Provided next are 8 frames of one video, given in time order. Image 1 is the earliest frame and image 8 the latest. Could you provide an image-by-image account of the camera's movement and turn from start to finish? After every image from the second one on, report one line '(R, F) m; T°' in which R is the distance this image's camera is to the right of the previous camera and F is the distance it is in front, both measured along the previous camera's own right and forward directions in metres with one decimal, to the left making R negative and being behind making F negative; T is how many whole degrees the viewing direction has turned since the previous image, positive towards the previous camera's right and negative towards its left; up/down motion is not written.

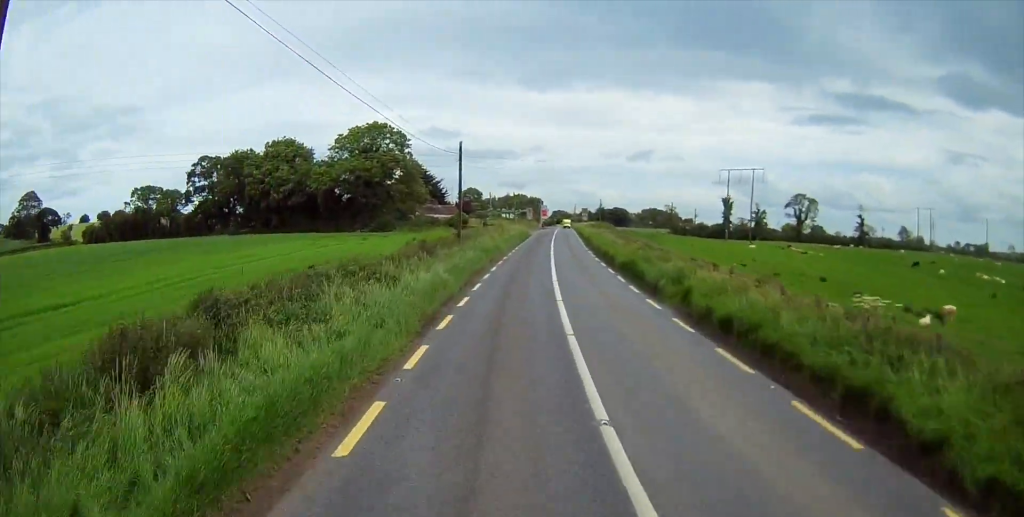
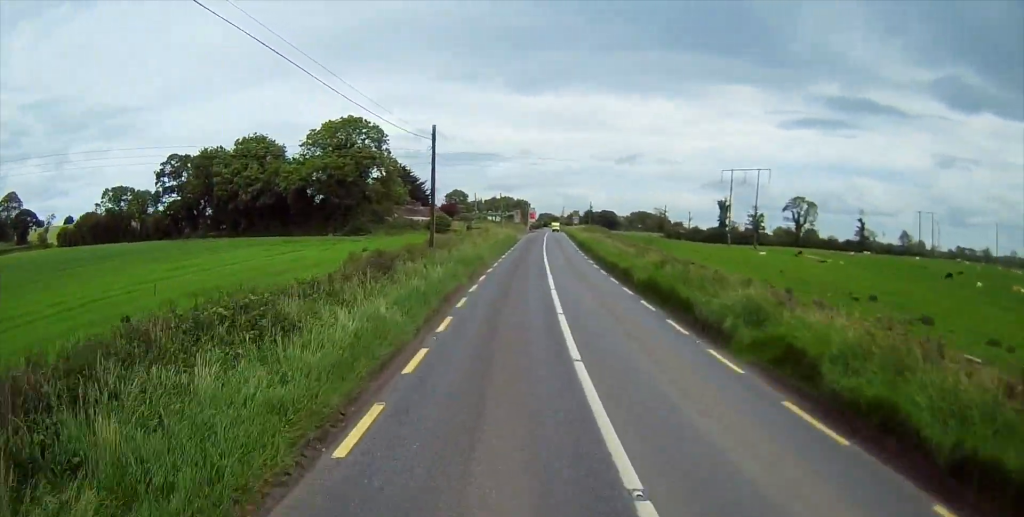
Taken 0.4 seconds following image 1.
(+0.1, +8.2) m; +1°
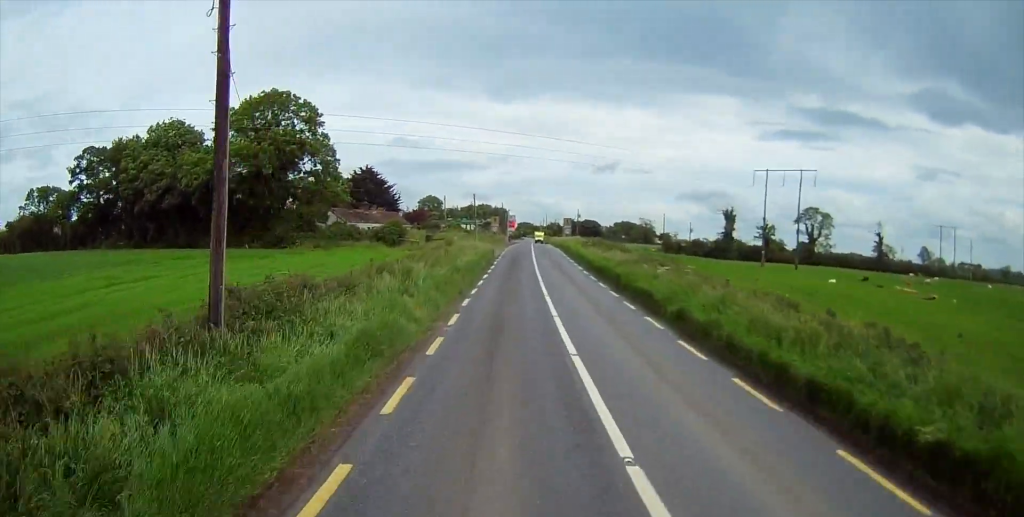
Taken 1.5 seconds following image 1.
(+0.6, +23.1) m; +2°
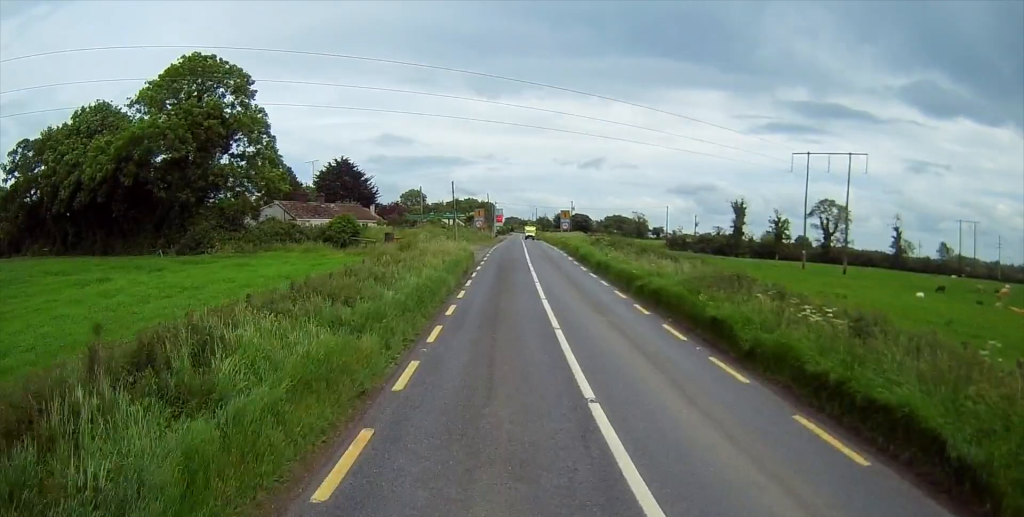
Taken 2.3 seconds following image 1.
(-0.2, +15.5) m; +1°
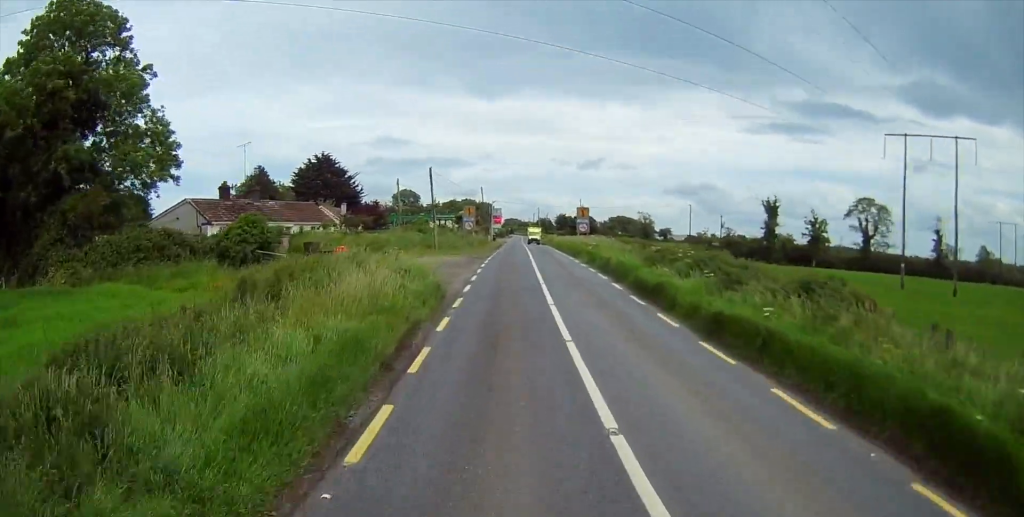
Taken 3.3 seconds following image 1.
(+0.7, +19.6) m; 0°
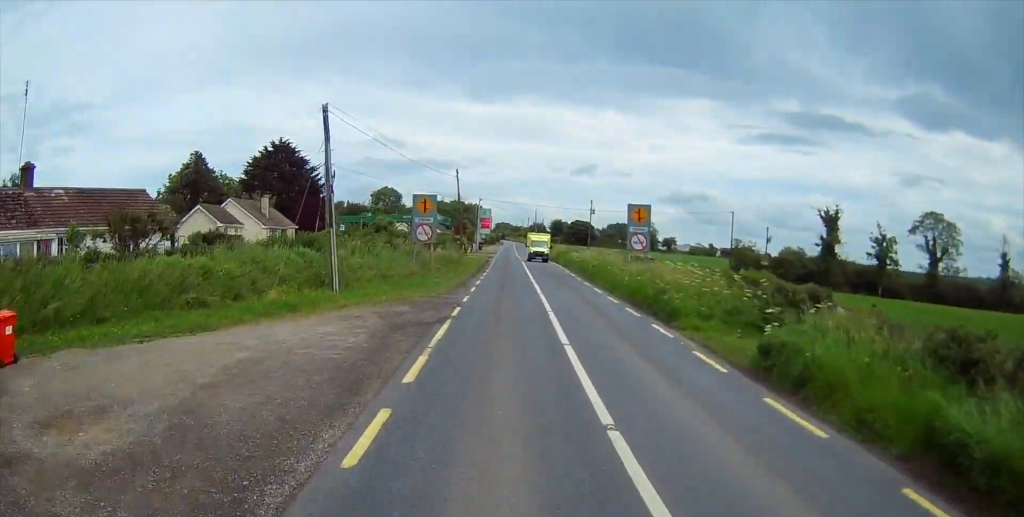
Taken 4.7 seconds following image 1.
(-0.9, +29.2) m; -1°
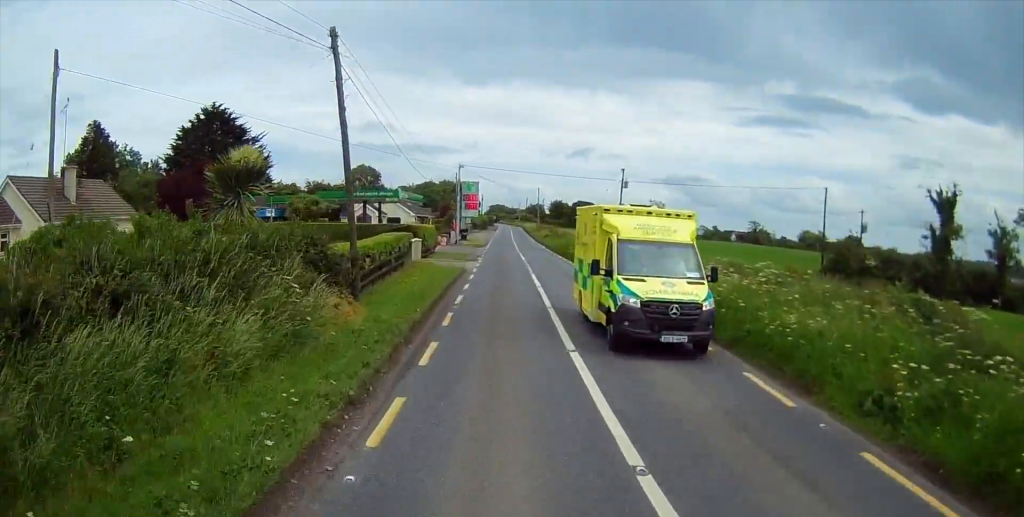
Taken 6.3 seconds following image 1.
(+0.7, +32.8) m; +2°
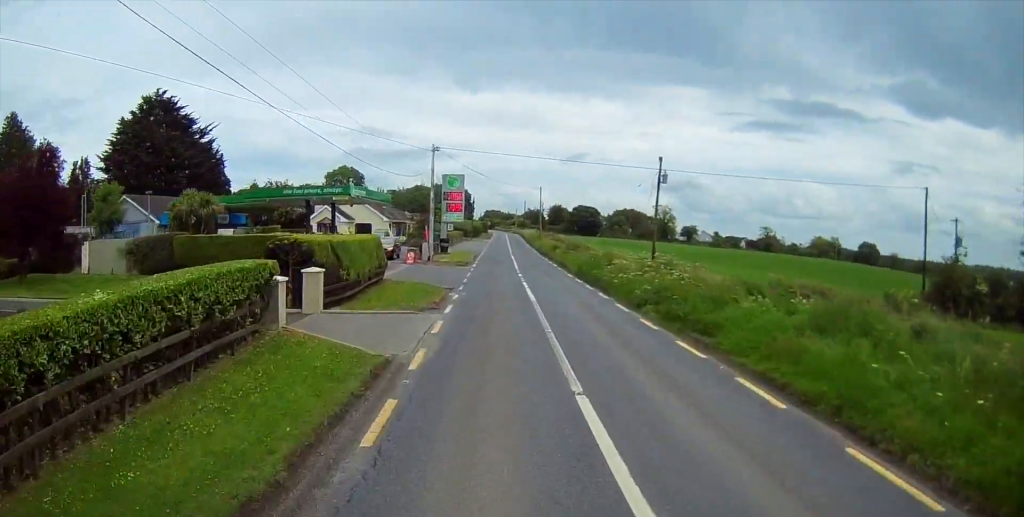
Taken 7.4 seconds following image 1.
(0.0, +20.4) m; 0°
